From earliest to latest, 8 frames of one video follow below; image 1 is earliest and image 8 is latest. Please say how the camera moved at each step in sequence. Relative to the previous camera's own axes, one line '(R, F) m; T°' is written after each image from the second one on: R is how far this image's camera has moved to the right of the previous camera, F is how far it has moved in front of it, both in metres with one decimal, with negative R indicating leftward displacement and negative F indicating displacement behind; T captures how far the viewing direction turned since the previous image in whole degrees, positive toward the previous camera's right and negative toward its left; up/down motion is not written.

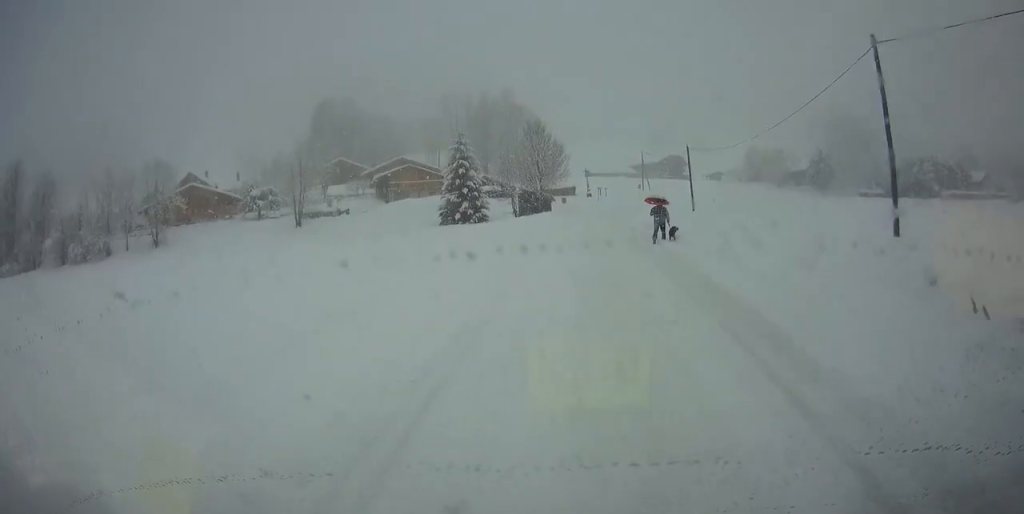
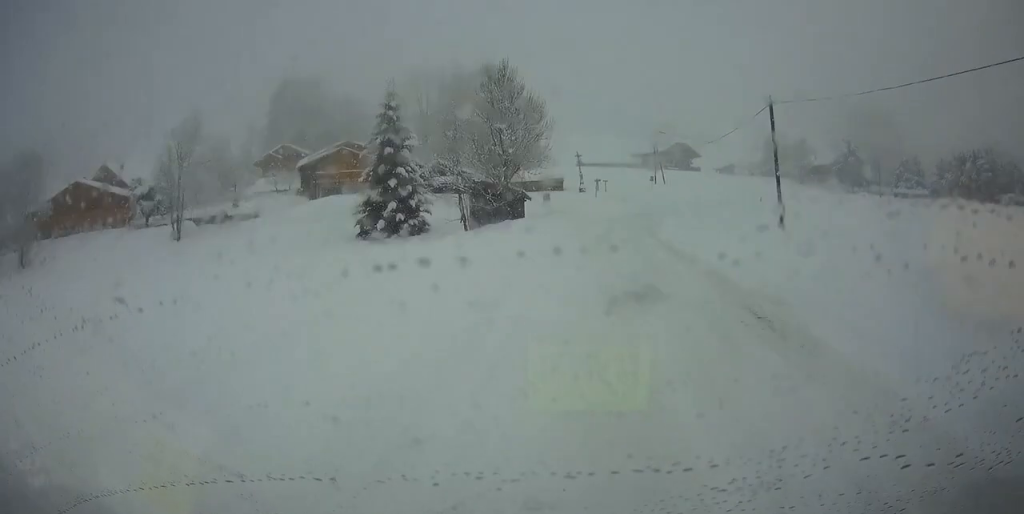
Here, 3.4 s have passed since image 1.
(+0.5, +25.9) m; +5°
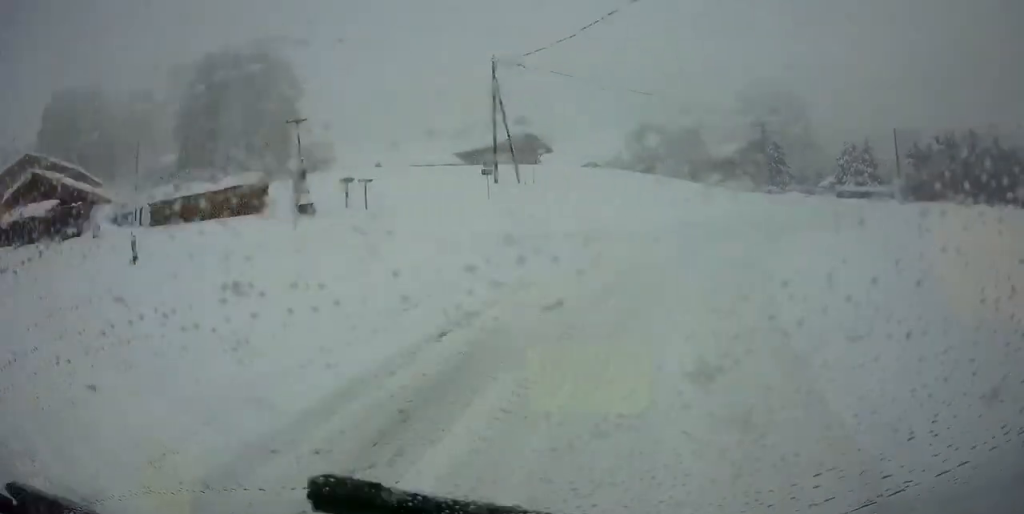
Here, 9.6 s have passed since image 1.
(+7.3, +42.5) m; +29°
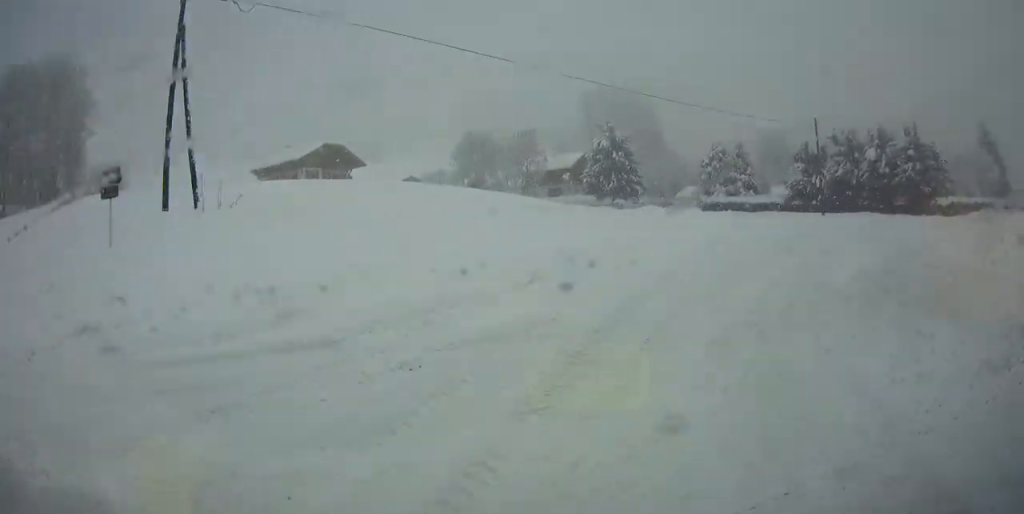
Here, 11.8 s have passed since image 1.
(+2.3, +14.5) m; +14°
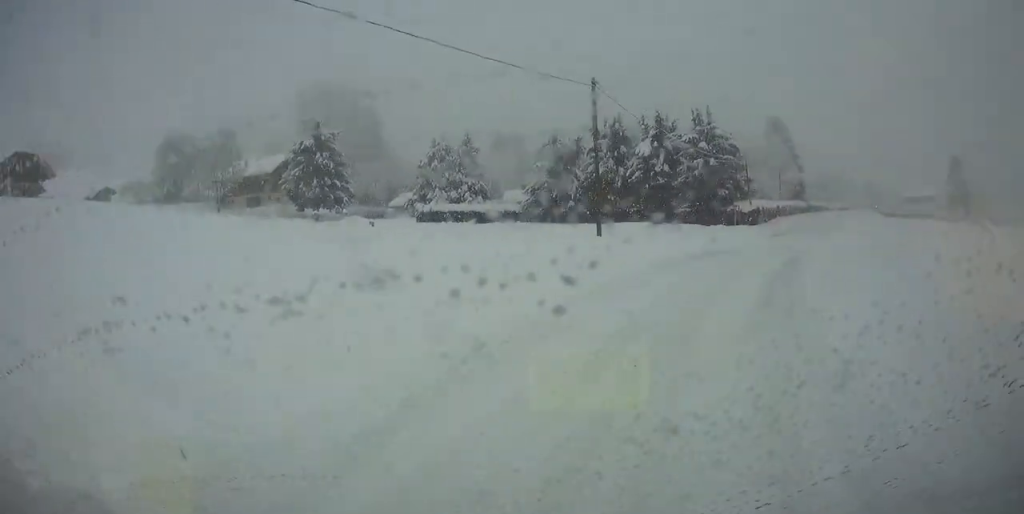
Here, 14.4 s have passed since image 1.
(+2.0, +17.1) m; +16°
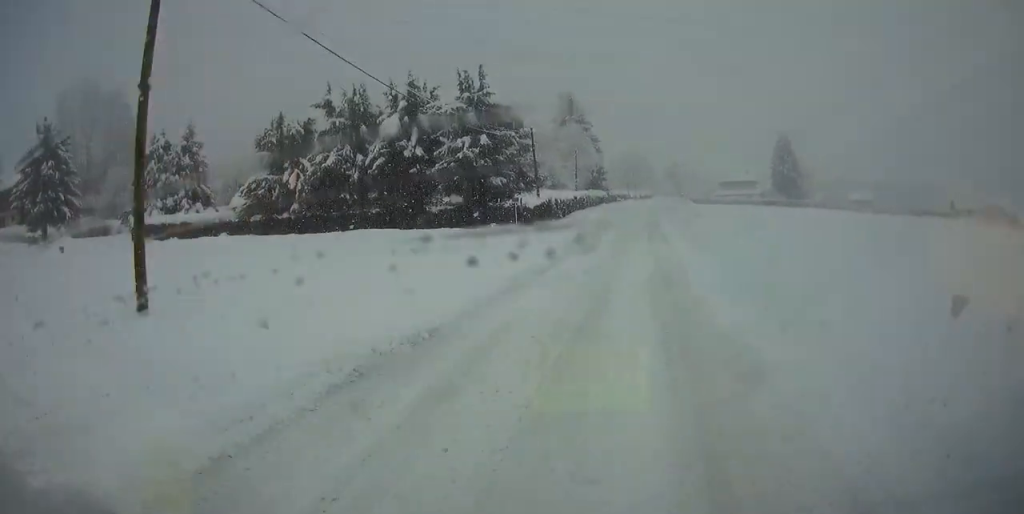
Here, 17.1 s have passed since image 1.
(+3.0, +18.4) m; +6°
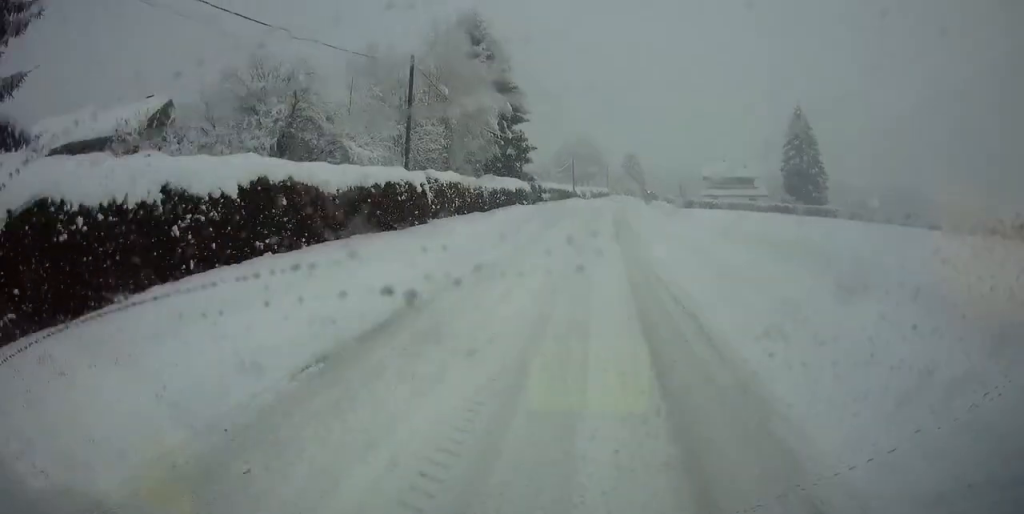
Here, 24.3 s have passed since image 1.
(+3.1, +50.6) m; +6°
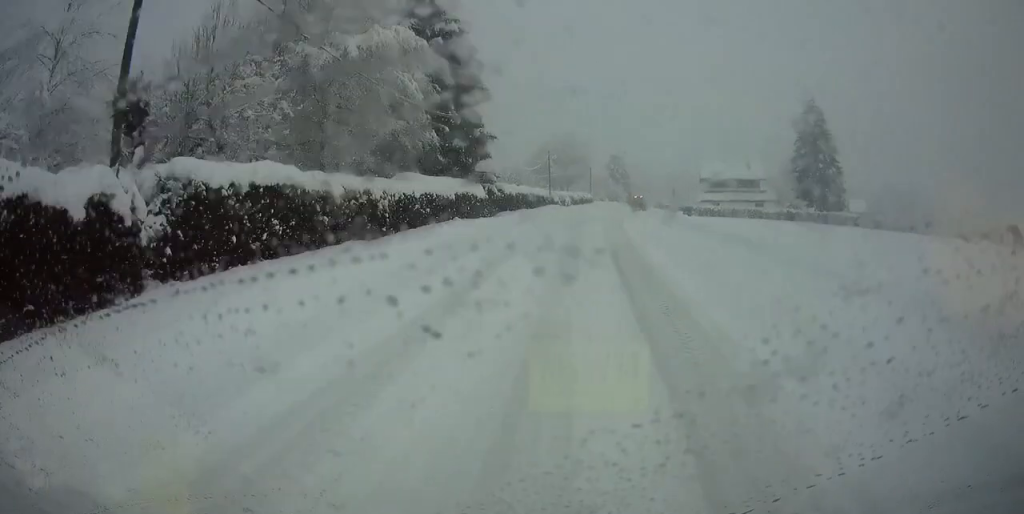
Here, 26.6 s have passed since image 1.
(0.0, +16.1) m; +2°
